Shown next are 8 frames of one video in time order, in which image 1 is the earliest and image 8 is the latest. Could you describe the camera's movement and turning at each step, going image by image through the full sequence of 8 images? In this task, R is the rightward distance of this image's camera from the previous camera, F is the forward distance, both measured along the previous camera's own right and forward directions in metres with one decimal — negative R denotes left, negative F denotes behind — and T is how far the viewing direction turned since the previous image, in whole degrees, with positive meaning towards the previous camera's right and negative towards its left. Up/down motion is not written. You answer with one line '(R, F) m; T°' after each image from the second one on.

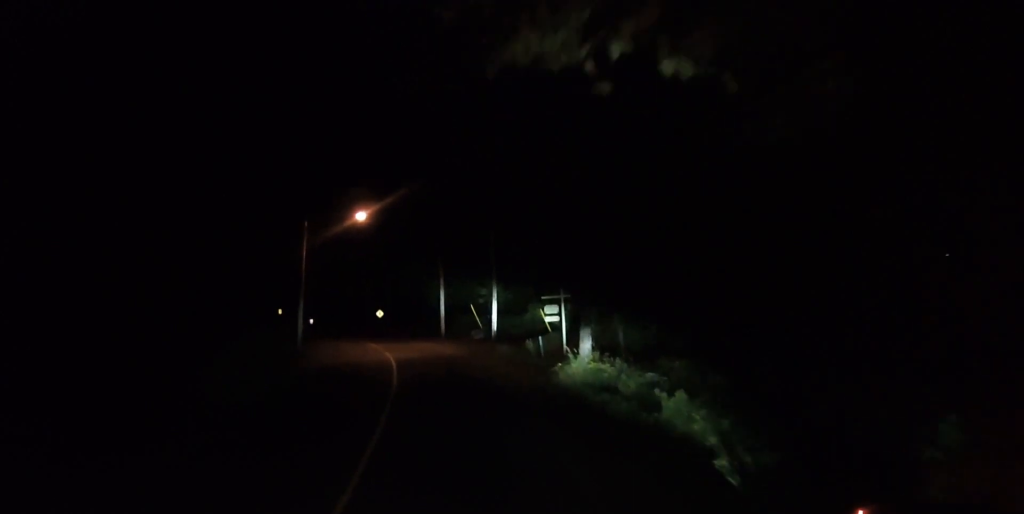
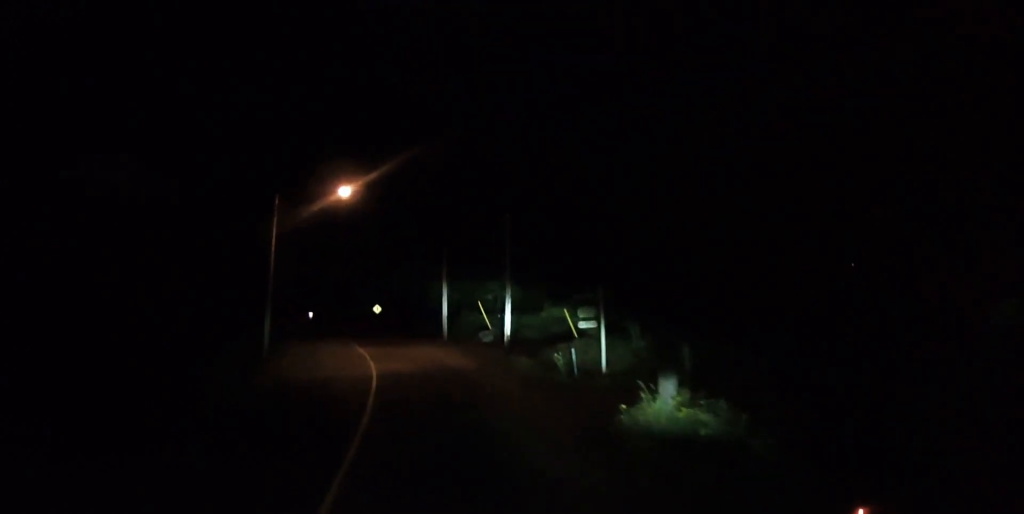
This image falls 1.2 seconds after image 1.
(0.0, +6.7) m; 0°
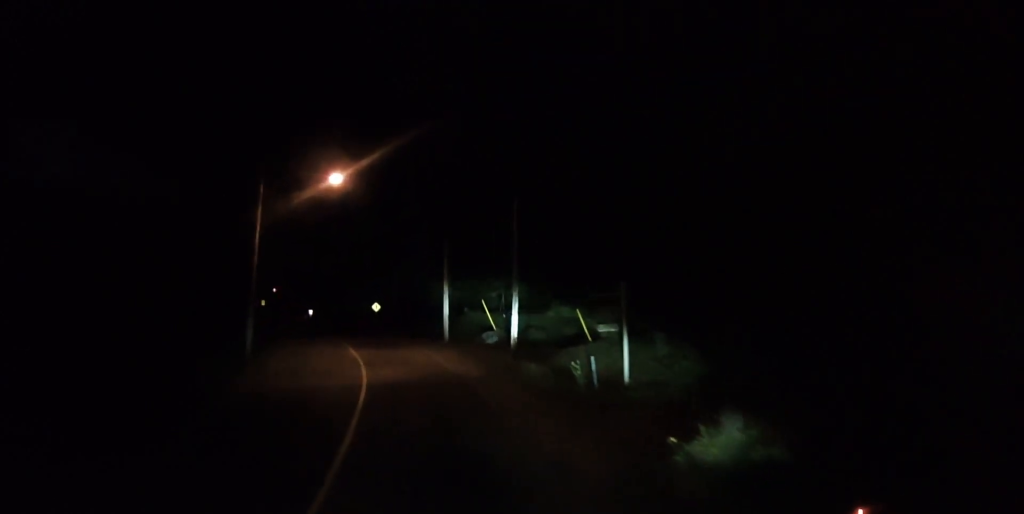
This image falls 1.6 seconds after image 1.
(0.0, +2.5) m; -1°
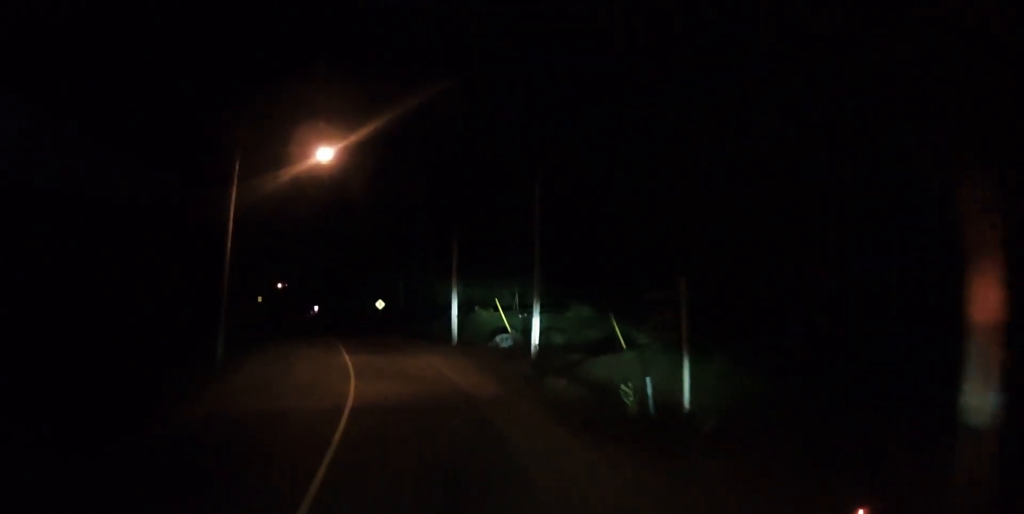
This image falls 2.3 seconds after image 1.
(0.0, +4.0) m; -1°
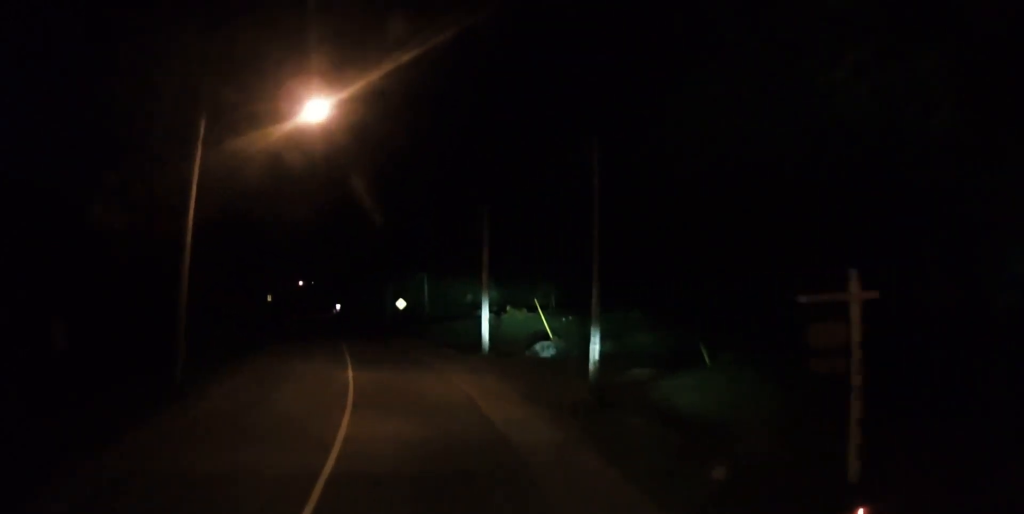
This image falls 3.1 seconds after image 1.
(-0.2, +5.4) m; -3°
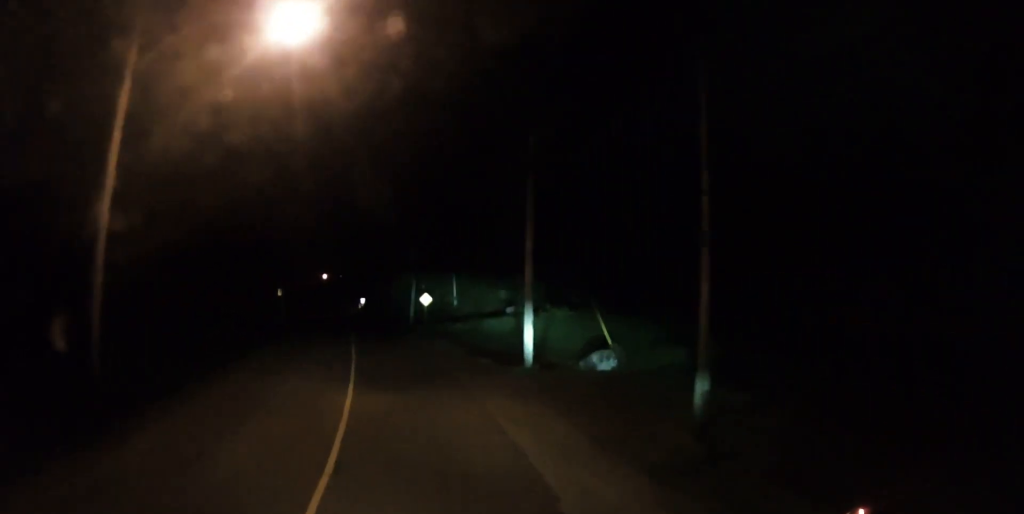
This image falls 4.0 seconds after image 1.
(-0.2, +5.7) m; -2°
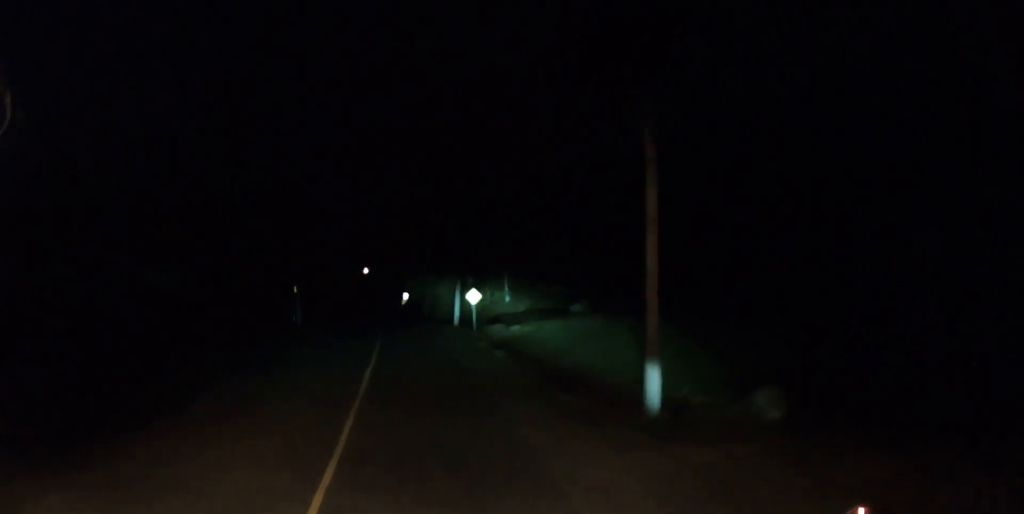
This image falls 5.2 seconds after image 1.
(-0.1, +8.9) m; -9°
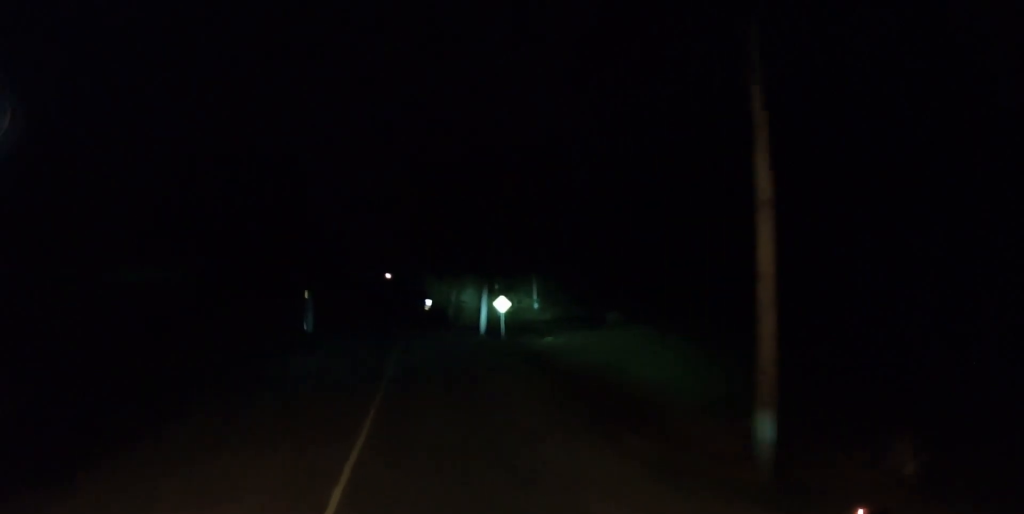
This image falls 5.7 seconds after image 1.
(-0.3, +3.6) m; -3°
